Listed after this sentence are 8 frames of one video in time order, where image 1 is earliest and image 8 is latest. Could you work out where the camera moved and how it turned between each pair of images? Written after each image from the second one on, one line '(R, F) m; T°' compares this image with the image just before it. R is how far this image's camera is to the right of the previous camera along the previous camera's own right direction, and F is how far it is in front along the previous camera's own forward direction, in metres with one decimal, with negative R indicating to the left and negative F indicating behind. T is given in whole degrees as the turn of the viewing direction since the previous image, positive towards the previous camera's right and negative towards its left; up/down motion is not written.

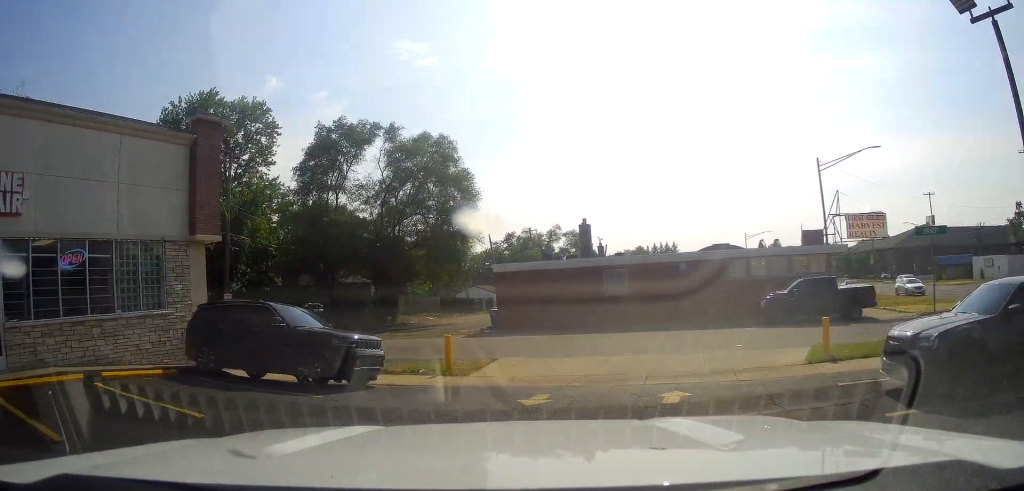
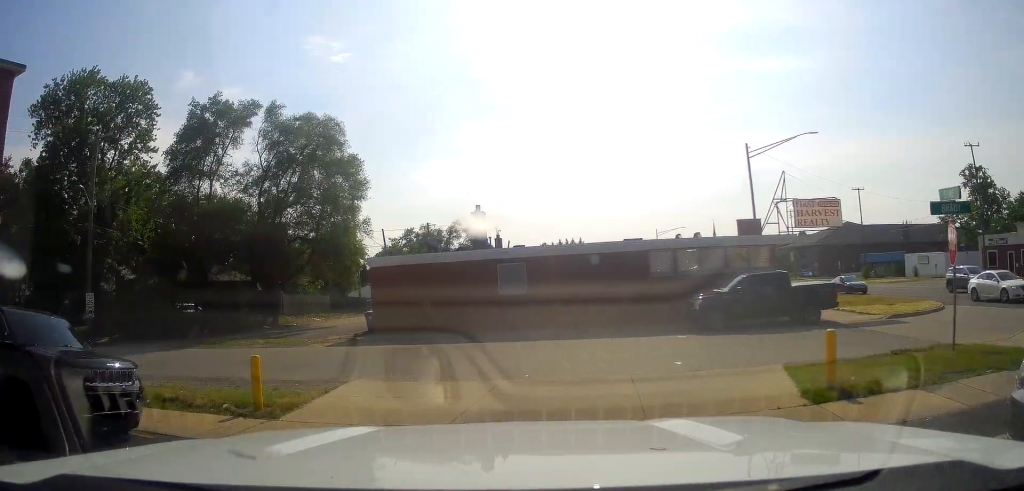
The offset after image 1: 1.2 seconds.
(-0.2, +4.9) m; +3°
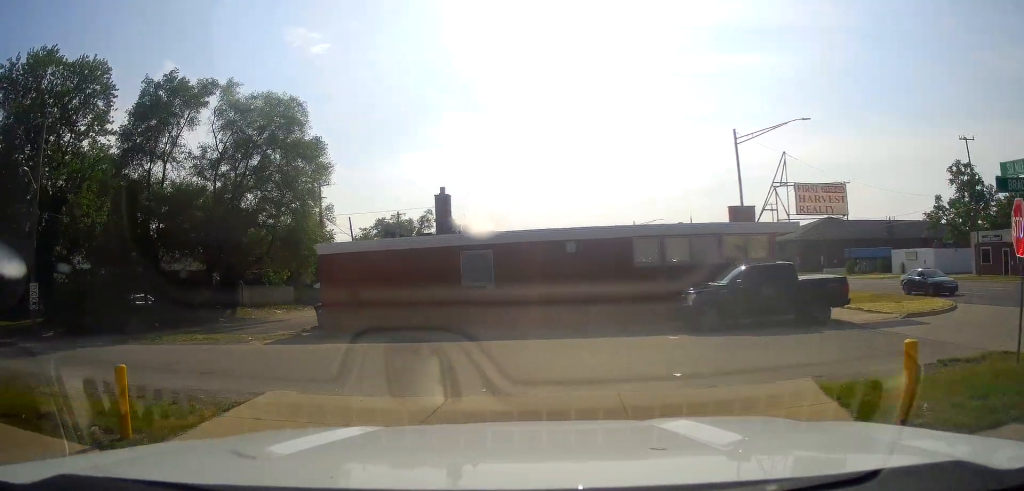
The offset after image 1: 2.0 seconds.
(+0.2, +2.9) m; +4°
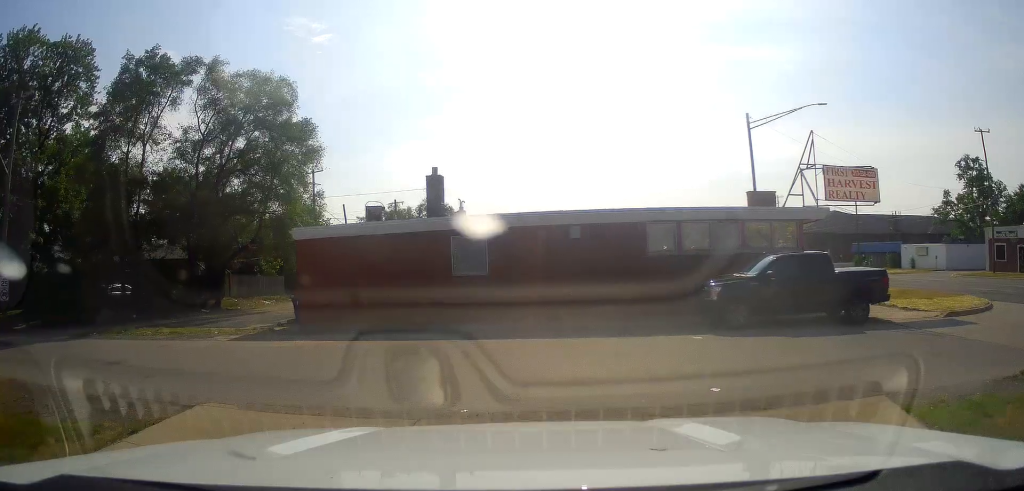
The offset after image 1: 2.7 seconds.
(0.0, +2.7) m; -7°
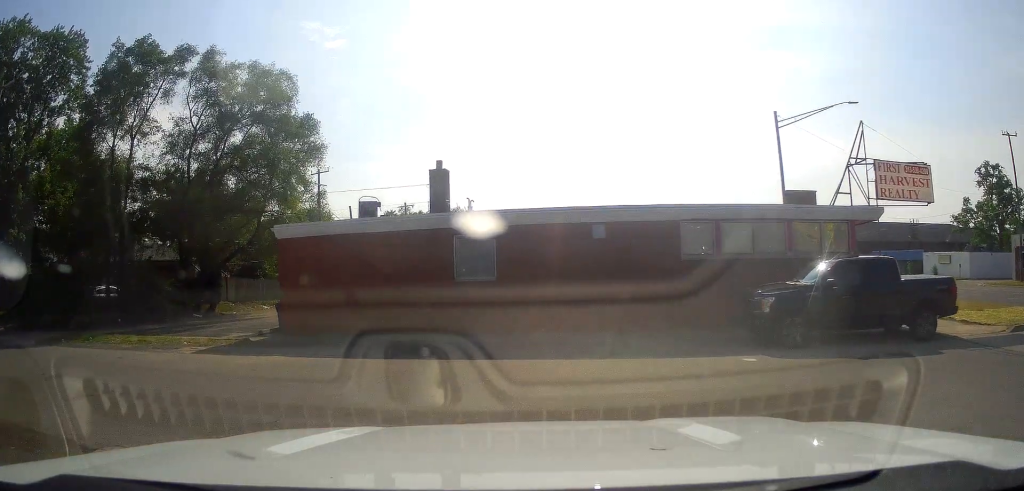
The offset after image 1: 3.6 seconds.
(-0.5, +3.0) m; -6°
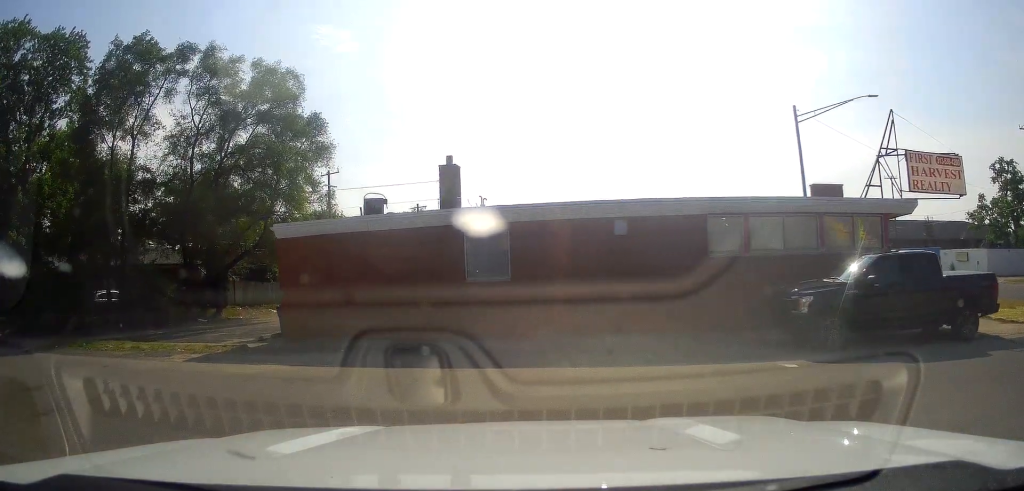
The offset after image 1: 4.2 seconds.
(0.0, +1.2) m; -1°
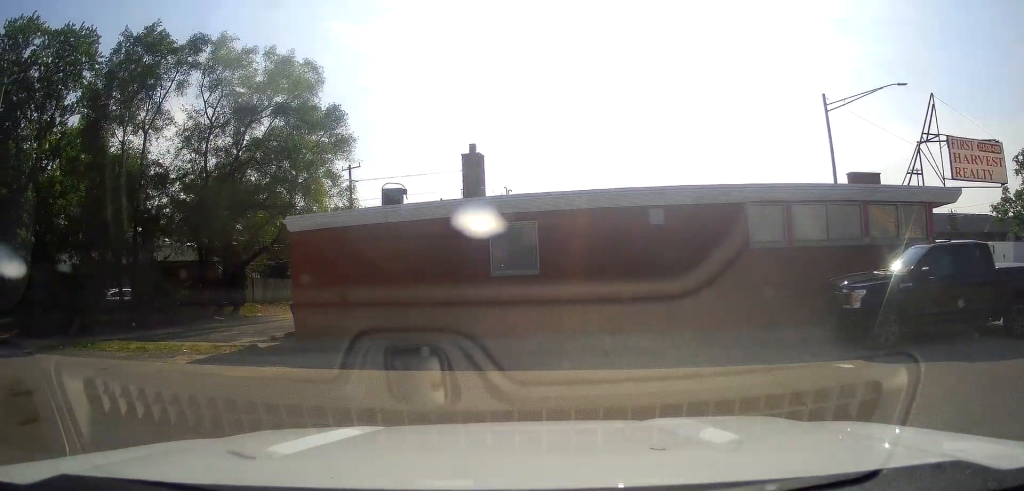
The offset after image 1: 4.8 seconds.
(+0.2, +0.9) m; 0°
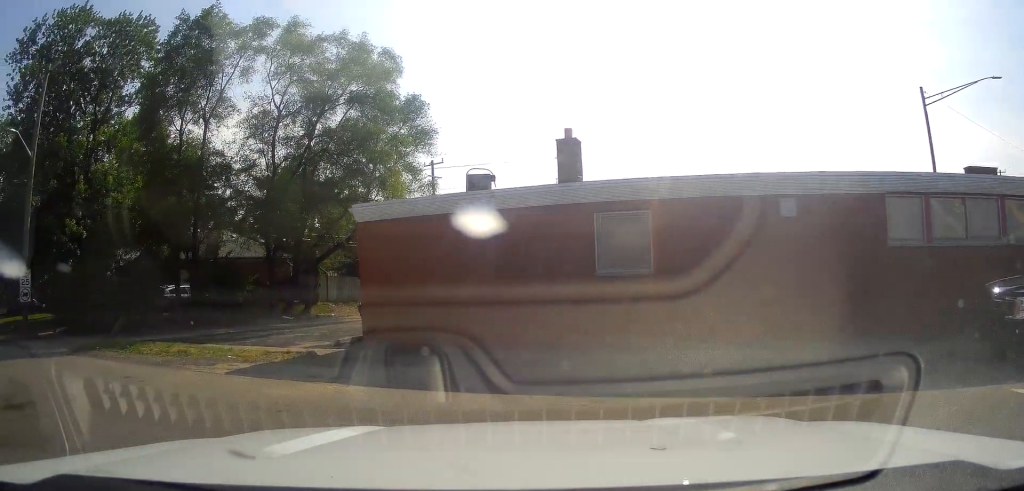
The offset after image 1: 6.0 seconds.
(-0.8, +1.4) m; -21°
